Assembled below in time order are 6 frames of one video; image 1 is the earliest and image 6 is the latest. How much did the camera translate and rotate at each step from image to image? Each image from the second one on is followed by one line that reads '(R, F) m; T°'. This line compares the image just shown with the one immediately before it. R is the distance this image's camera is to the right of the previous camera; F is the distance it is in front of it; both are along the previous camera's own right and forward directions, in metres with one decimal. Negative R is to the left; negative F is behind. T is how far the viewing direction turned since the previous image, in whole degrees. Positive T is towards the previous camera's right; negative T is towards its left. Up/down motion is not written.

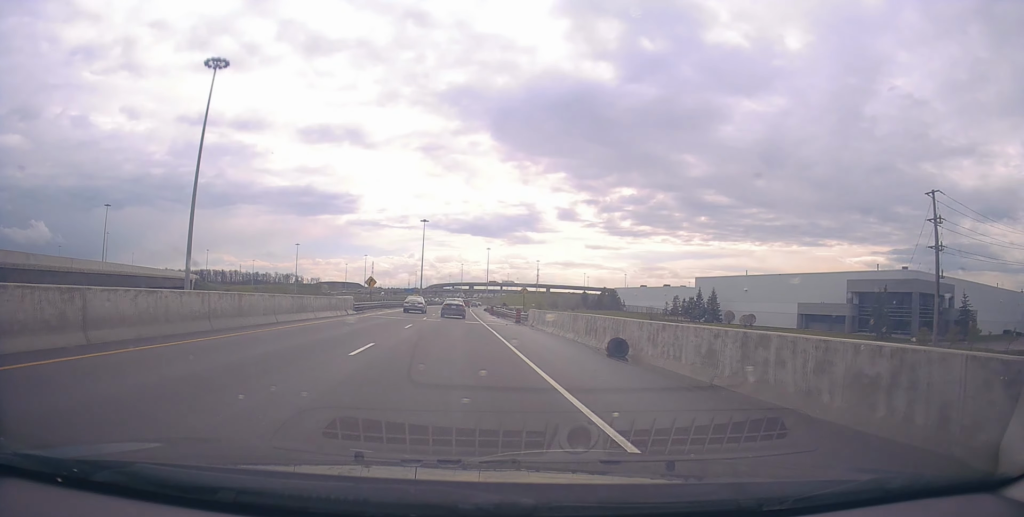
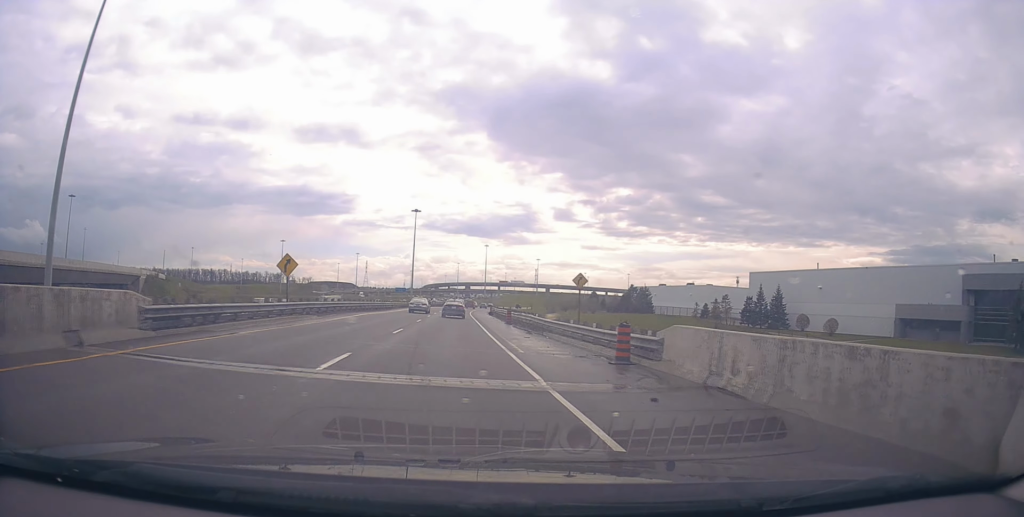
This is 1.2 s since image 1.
(-0.3, +27.5) m; -2°
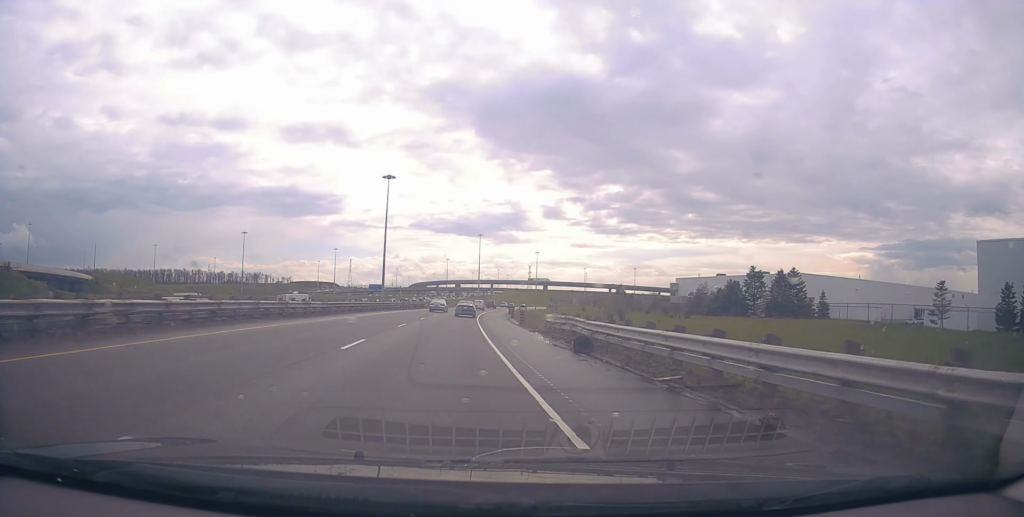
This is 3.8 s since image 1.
(+3.6, +55.2) m; +8°
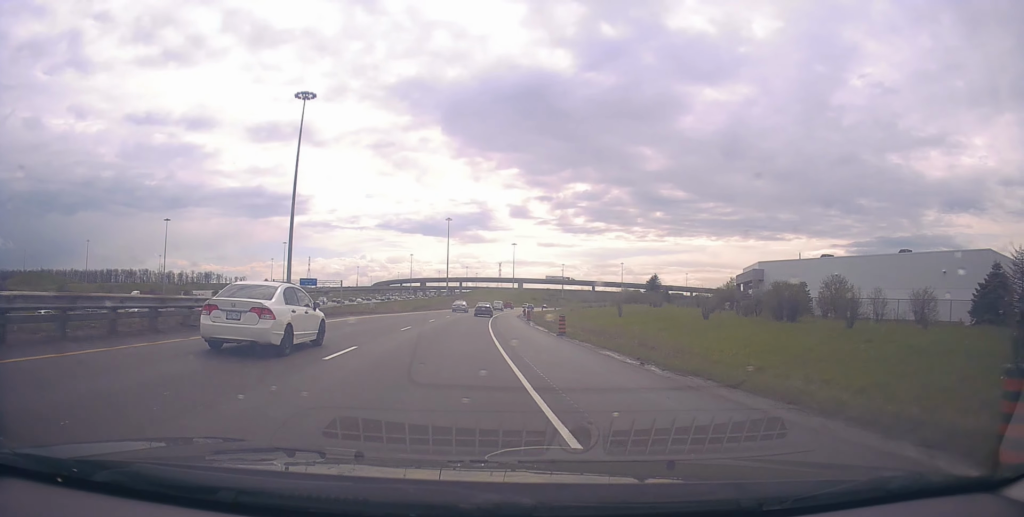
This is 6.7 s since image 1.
(-3.3, +61.5) m; -1°
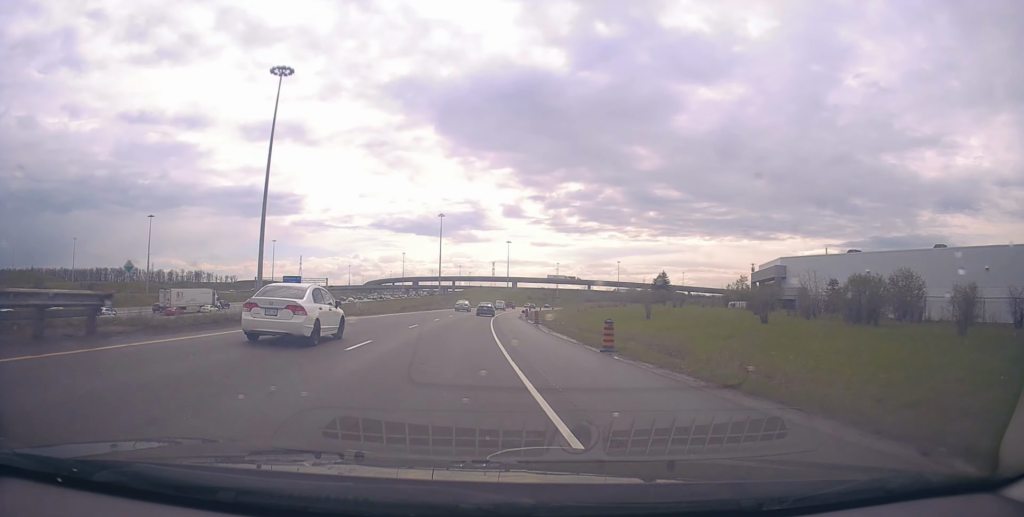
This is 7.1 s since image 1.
(+0.5, +10.2) m; +1°
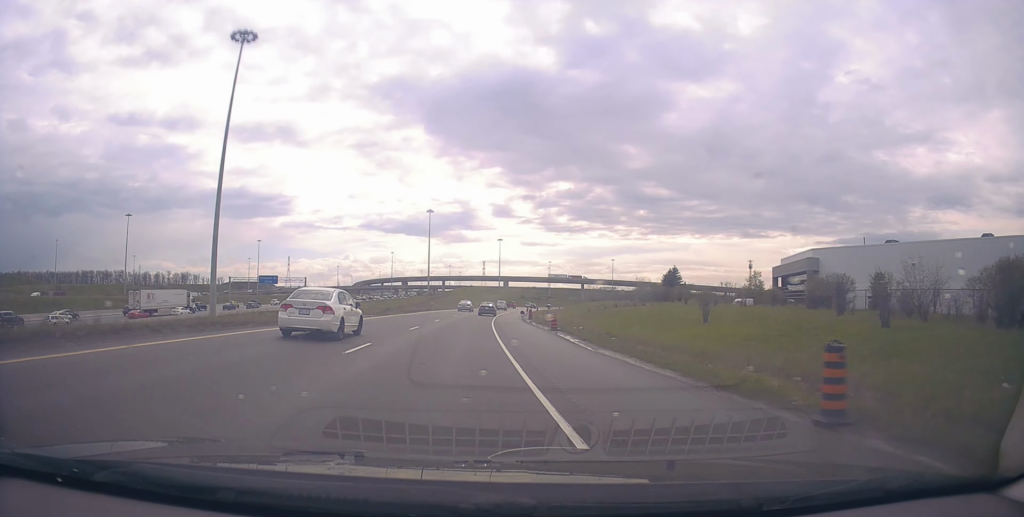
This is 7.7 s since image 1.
(+0.5, +12.3) m; +1°
